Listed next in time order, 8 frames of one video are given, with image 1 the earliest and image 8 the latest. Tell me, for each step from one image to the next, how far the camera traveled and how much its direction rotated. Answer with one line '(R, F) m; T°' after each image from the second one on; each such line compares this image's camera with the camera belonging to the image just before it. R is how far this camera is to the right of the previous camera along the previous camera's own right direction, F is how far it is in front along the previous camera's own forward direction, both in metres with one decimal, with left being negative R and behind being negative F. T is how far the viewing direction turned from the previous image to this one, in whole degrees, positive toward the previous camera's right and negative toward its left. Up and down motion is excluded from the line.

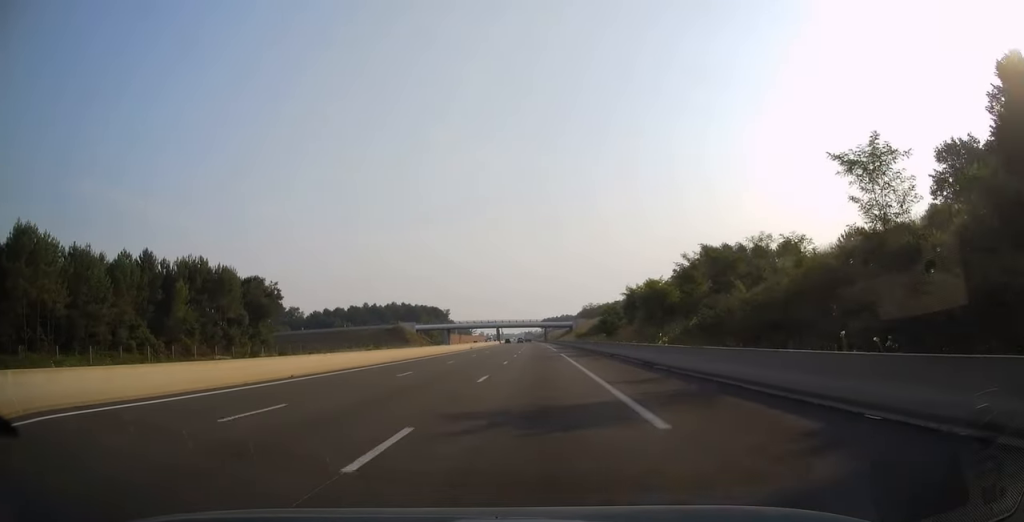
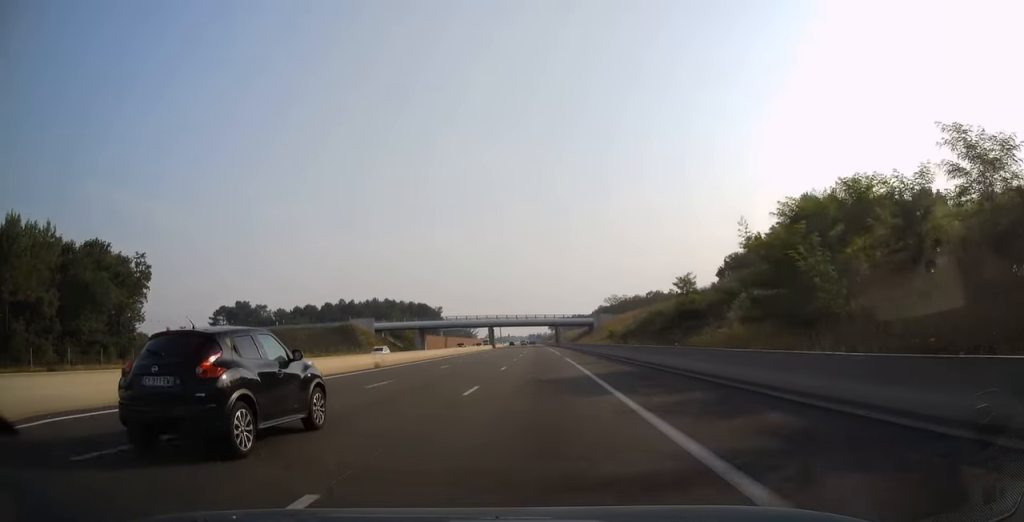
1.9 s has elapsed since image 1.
(-0.3, +56.2) m; -1°
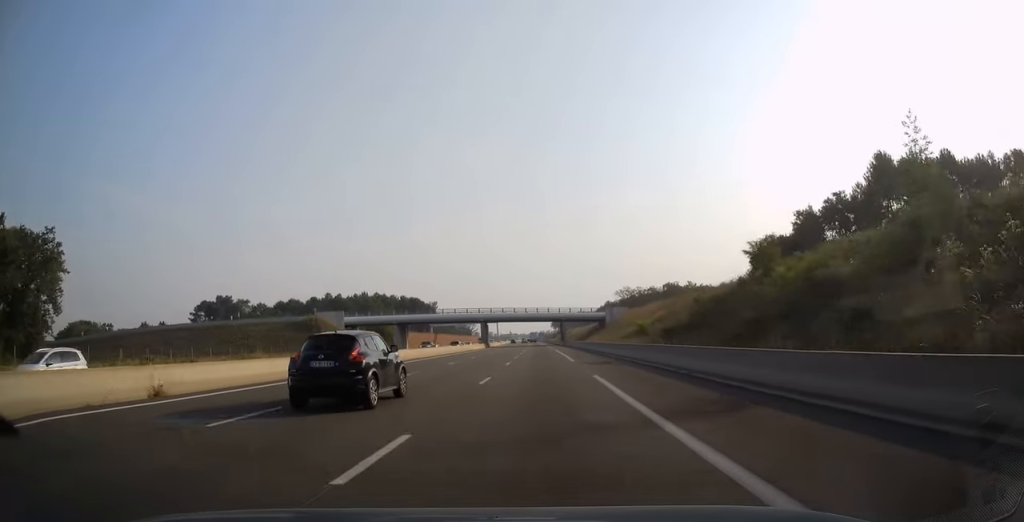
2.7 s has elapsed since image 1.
(0.0, +22.6) m; 0°
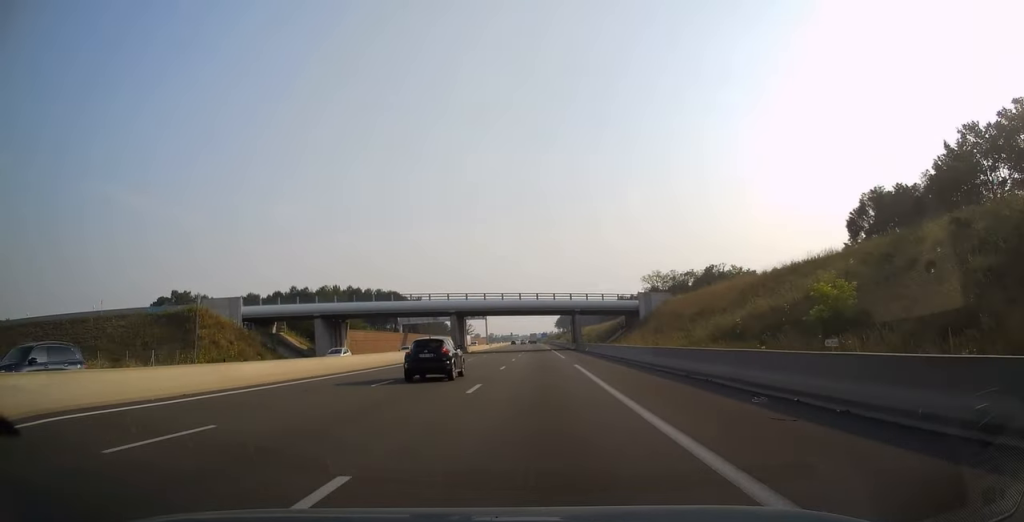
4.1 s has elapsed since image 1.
(-0.3, +41.7) m; -1°
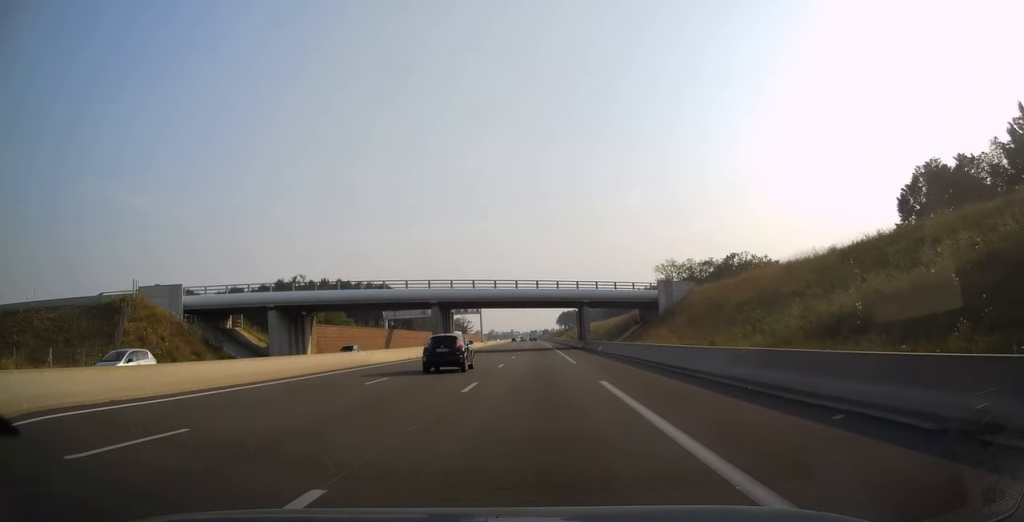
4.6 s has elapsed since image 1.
(0.0, +13.7) m; 0°
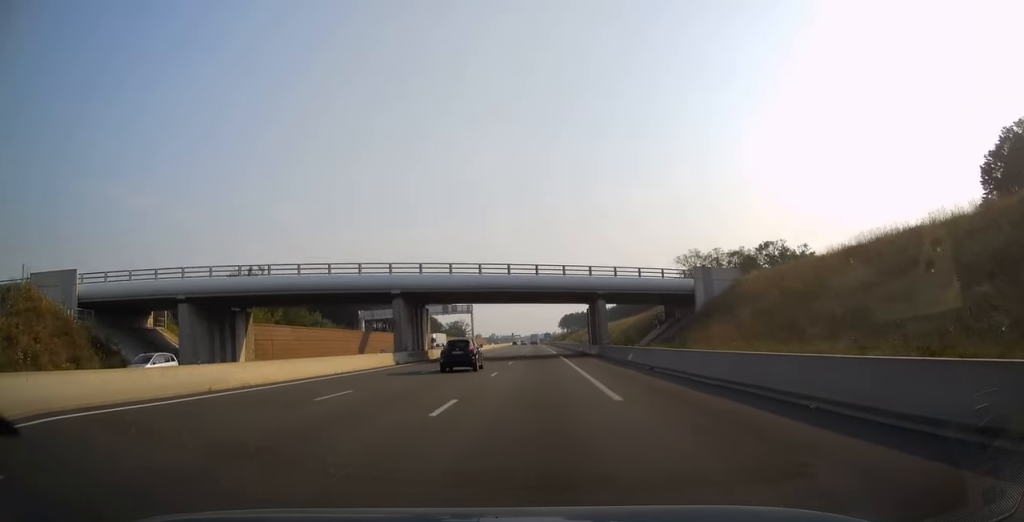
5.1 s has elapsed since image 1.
(+0.1, +17.2) m; 0°
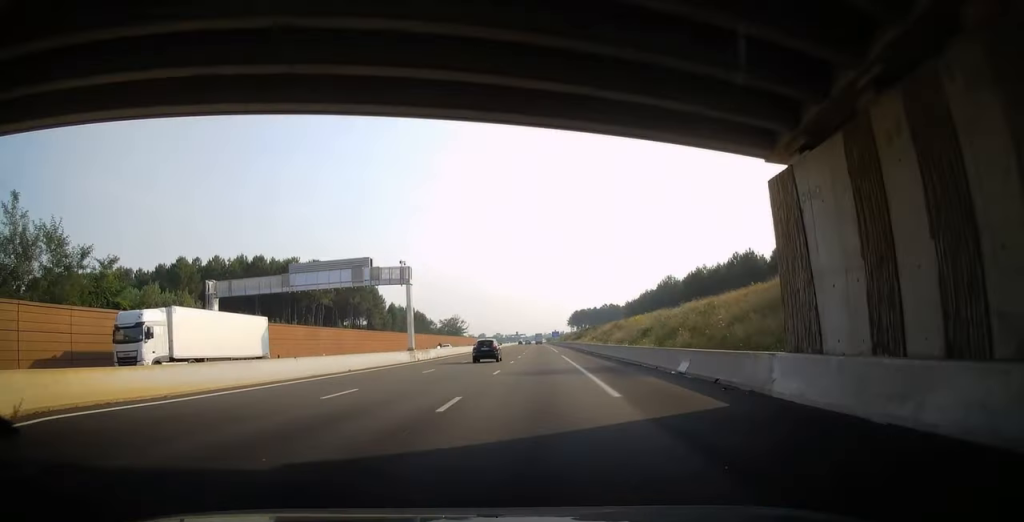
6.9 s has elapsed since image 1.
(-0.3, +51.5) m; -1°
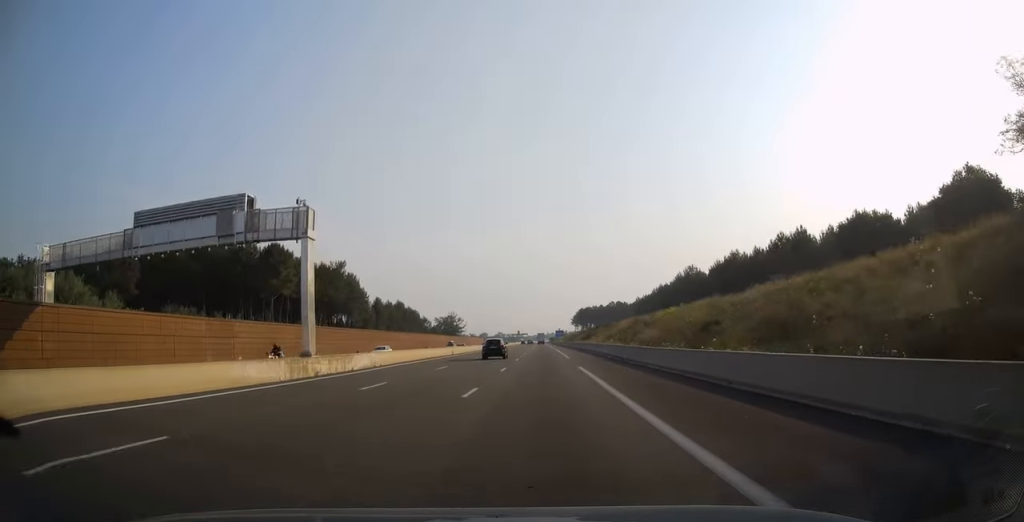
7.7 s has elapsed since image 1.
(-0.2, +23.1) m; 0°
